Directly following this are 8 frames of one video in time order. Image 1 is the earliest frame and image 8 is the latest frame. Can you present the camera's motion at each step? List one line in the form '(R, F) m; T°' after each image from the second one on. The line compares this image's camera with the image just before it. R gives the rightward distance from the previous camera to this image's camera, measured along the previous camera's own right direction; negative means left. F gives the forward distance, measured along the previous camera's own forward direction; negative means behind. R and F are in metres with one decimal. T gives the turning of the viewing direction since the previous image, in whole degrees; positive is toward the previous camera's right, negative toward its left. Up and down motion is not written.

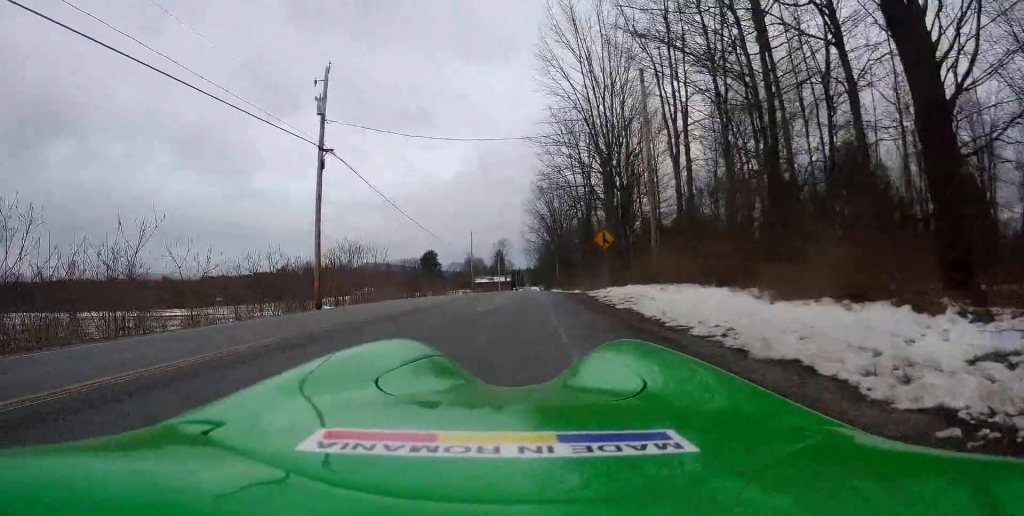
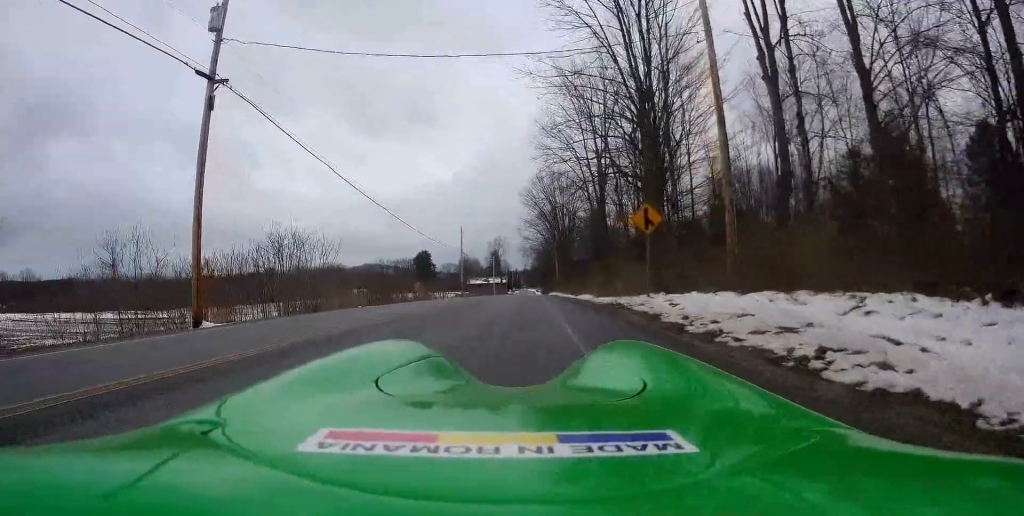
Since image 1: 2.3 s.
(+0.4, +10.0) m; -1°
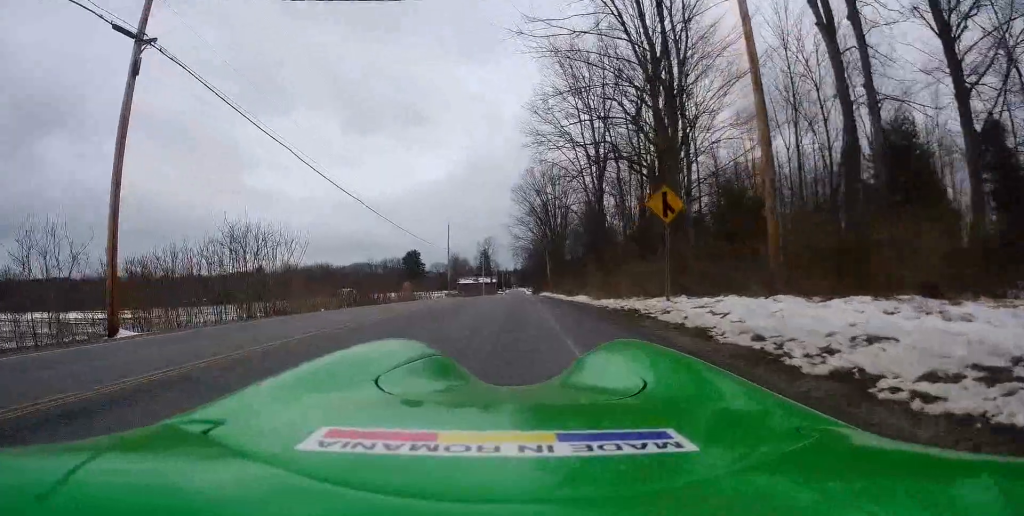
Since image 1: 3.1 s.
(+0.1, +3.4) m; -3°
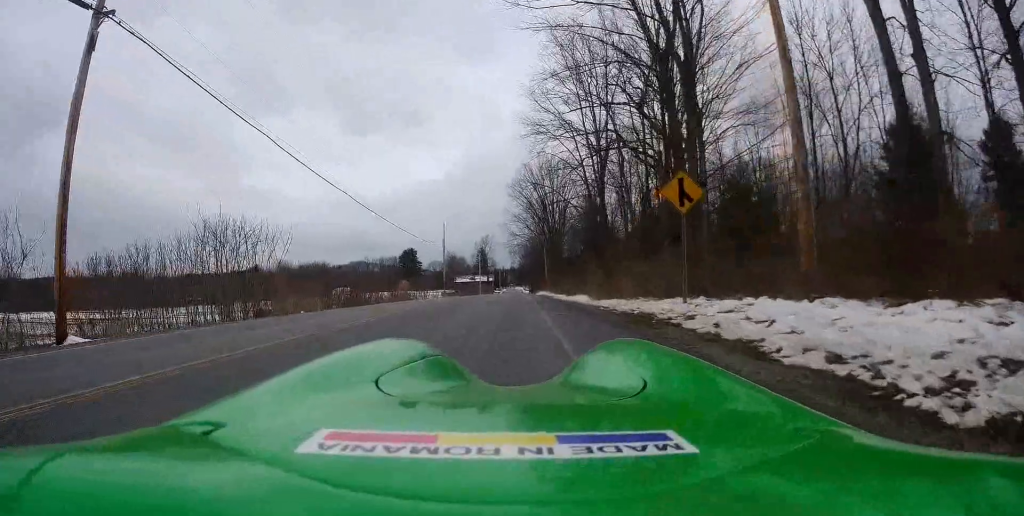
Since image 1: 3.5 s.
(-0.4, +1.8) m; -1°
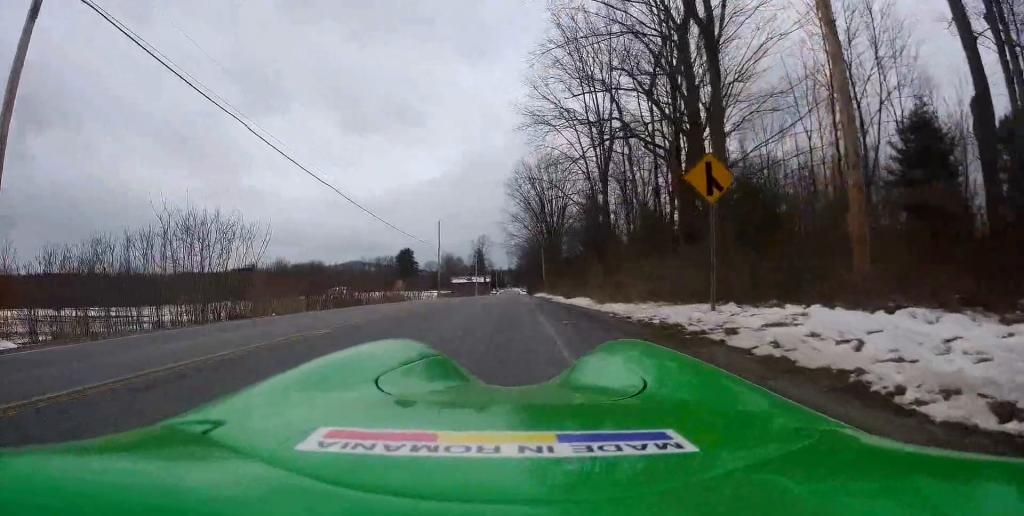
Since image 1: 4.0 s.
(-0.2, +2.1) m; 0°
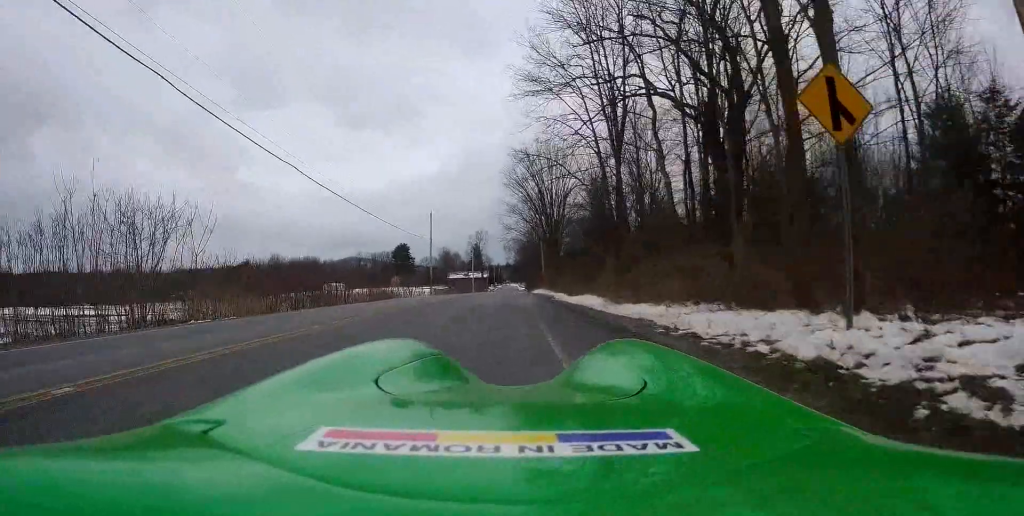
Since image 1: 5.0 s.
(+0.6, +4.8) m; +4°
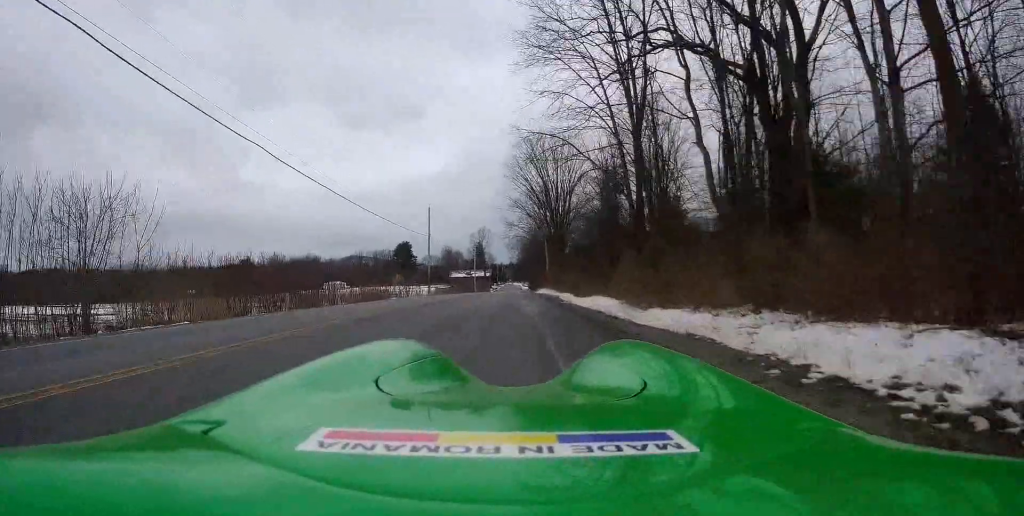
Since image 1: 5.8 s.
(-0.3, +3.5) m; 0°
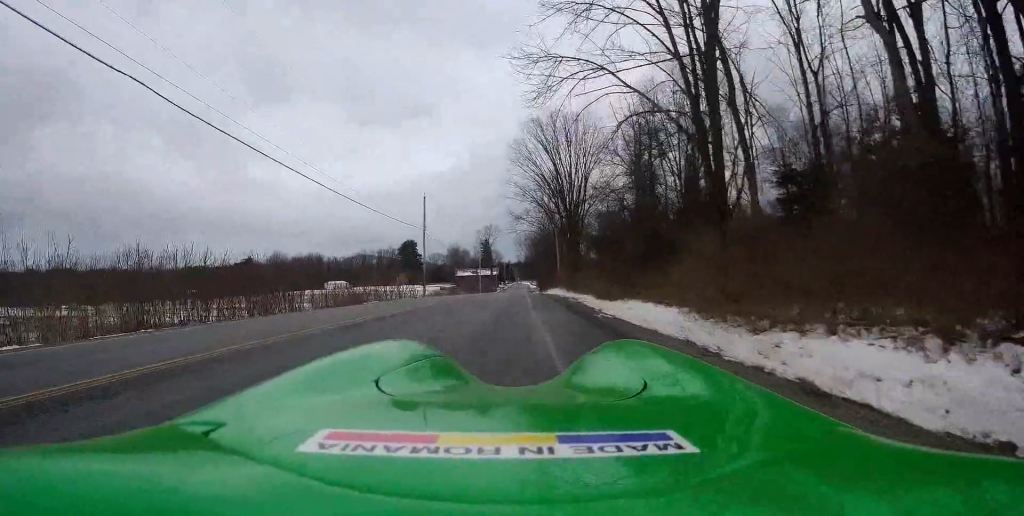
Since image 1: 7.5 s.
(-0.1, +7.9) m; -6°
